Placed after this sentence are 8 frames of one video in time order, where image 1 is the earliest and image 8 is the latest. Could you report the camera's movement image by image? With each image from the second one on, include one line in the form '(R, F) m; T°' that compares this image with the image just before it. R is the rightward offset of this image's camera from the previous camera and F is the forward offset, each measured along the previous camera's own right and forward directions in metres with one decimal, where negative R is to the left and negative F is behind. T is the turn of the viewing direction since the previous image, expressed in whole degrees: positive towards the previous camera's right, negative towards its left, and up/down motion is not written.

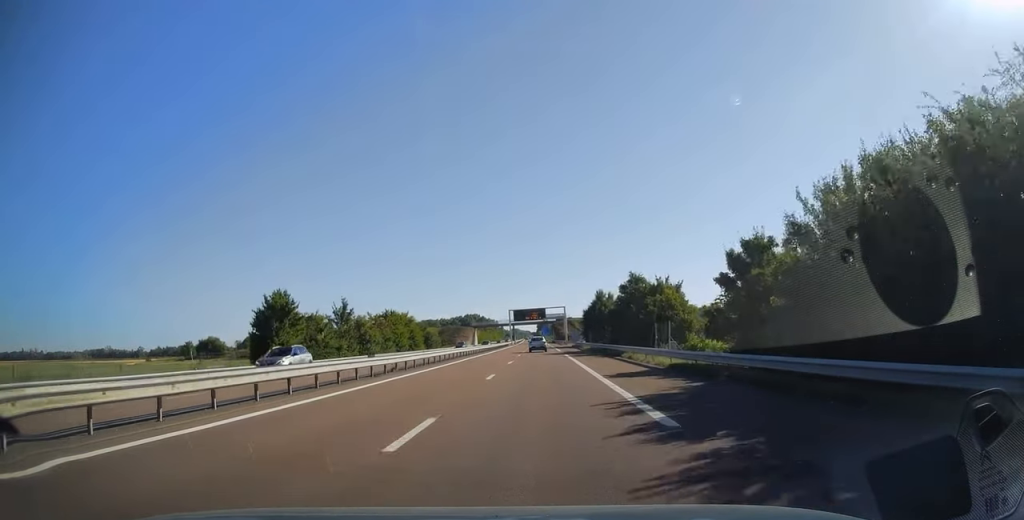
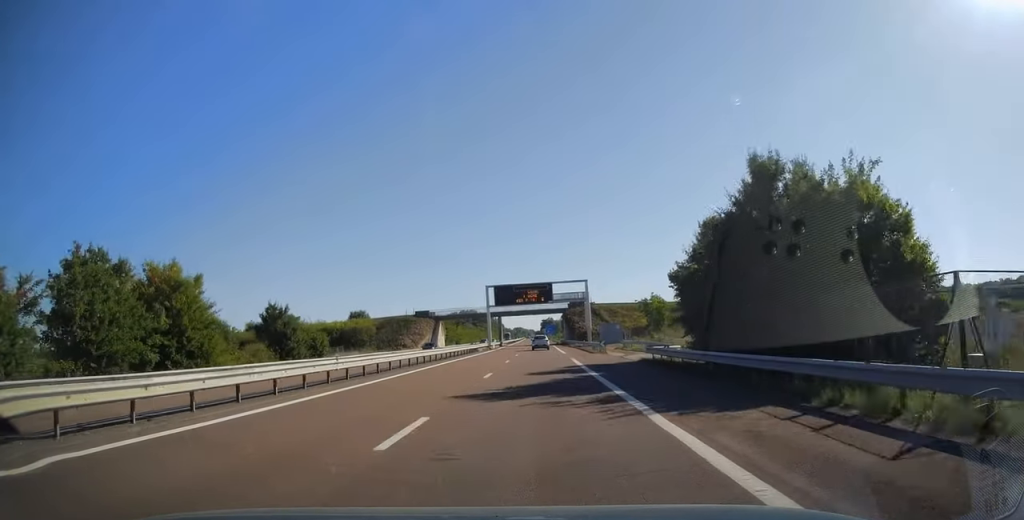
(+0.2, +64.7) m; 0°
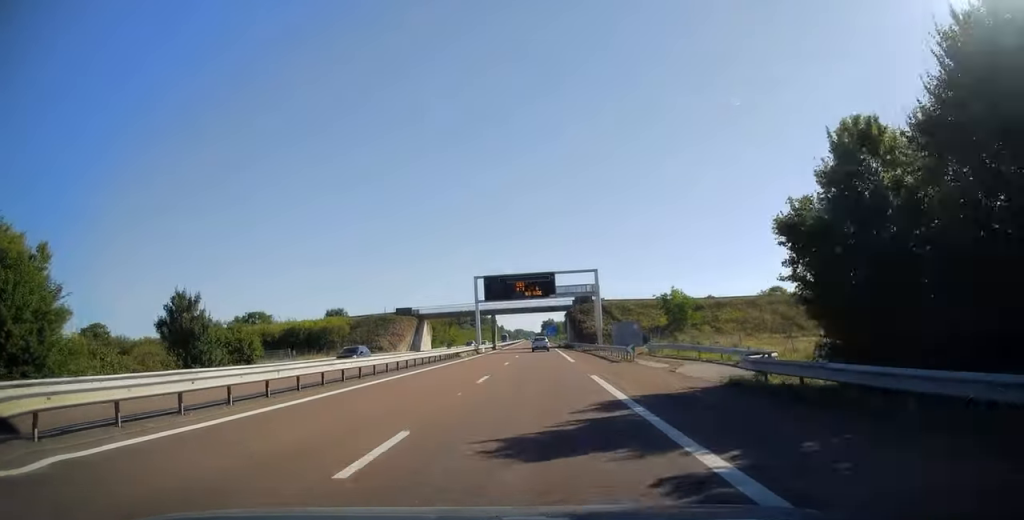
(+0.1, +14.4) m; 0°
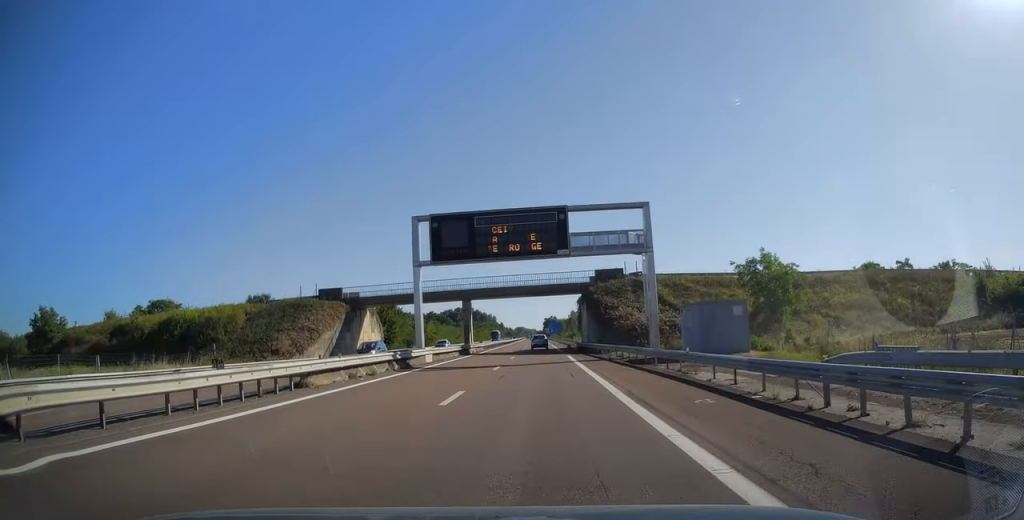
(-0.3, +32.4) m; 0°
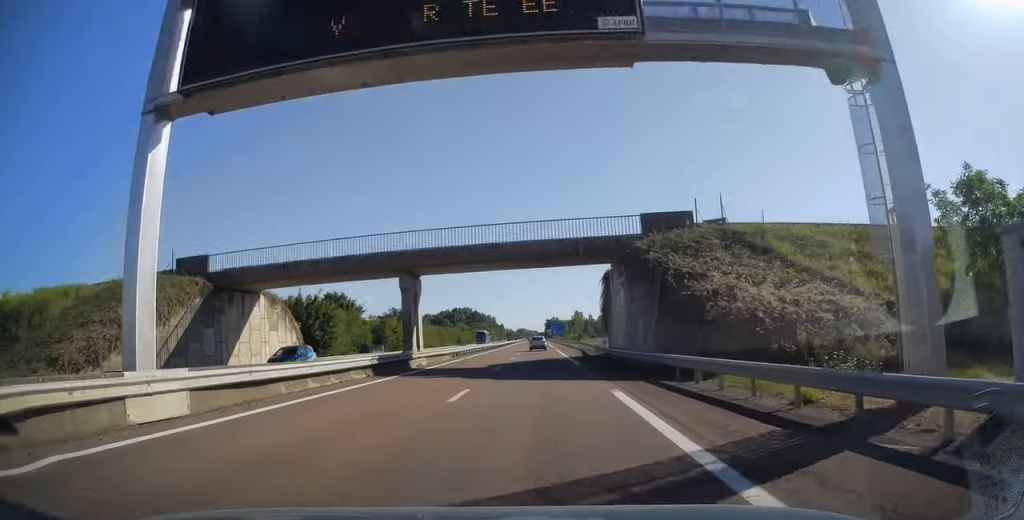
(+0.1, +25.2) m; 0°
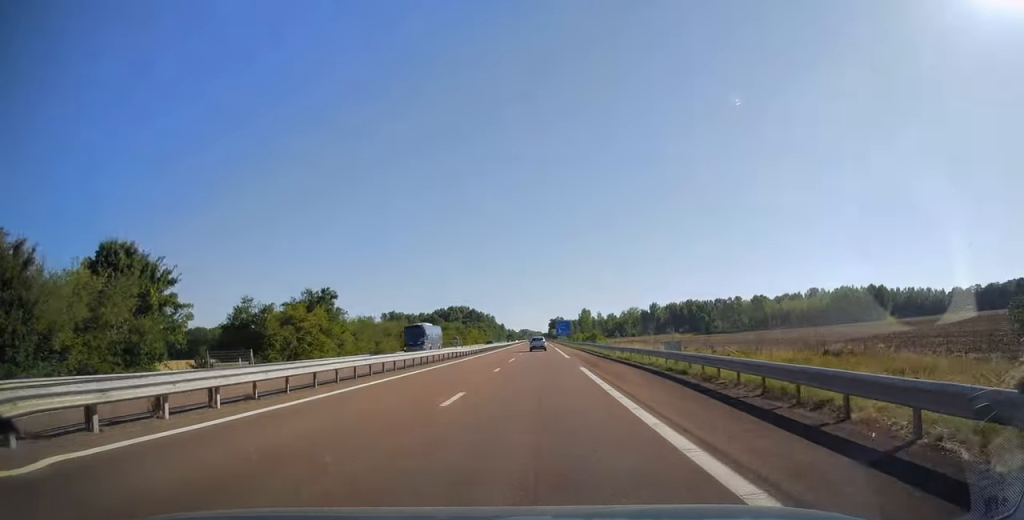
(-0.3, +39.8) m; -1°
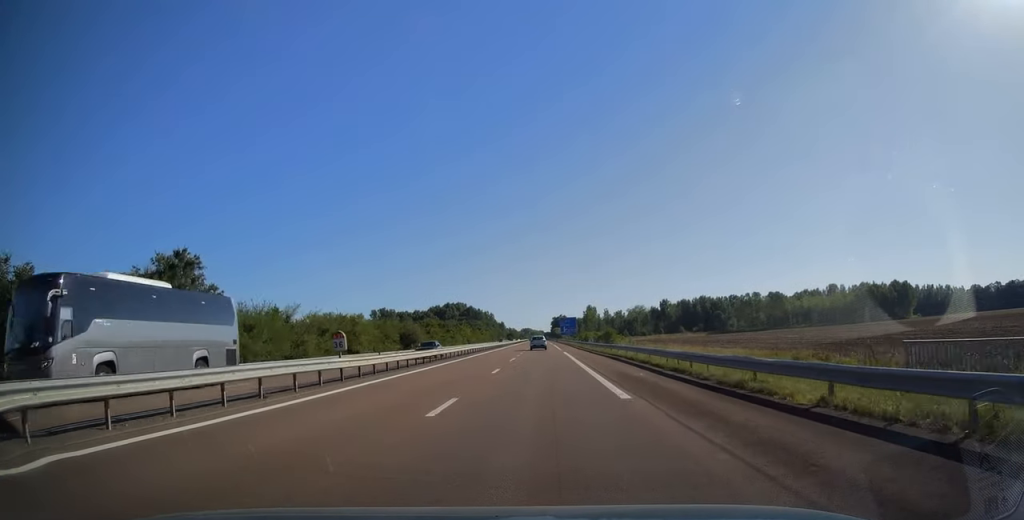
(0.0, +27.9) m; 0°
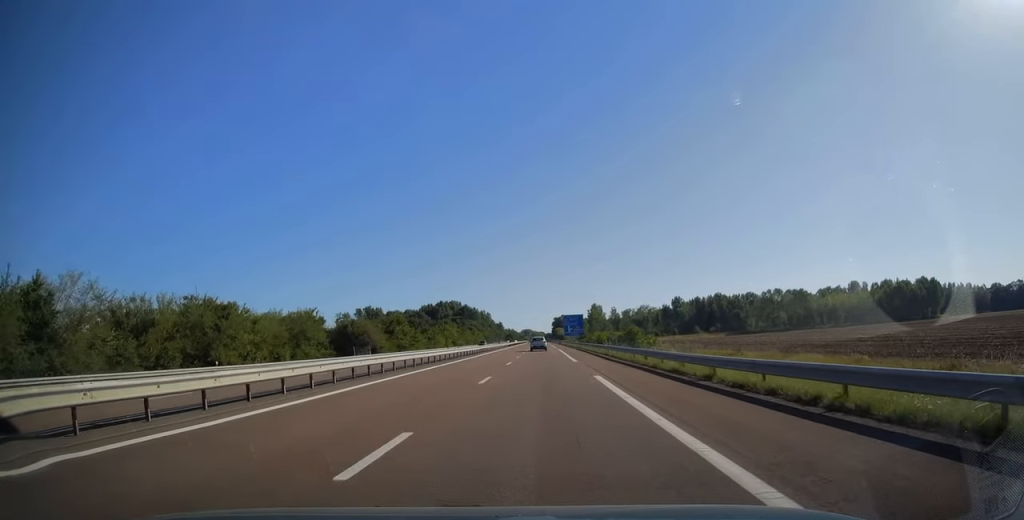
(0.0, +30.9) m; 0°
